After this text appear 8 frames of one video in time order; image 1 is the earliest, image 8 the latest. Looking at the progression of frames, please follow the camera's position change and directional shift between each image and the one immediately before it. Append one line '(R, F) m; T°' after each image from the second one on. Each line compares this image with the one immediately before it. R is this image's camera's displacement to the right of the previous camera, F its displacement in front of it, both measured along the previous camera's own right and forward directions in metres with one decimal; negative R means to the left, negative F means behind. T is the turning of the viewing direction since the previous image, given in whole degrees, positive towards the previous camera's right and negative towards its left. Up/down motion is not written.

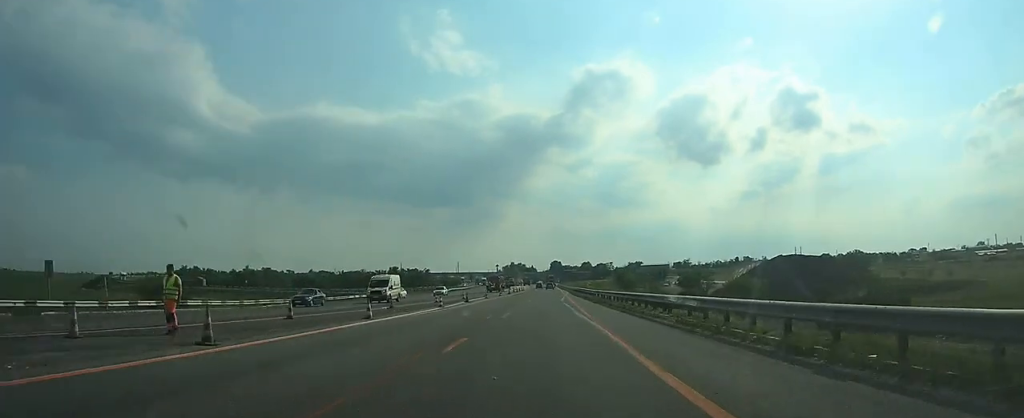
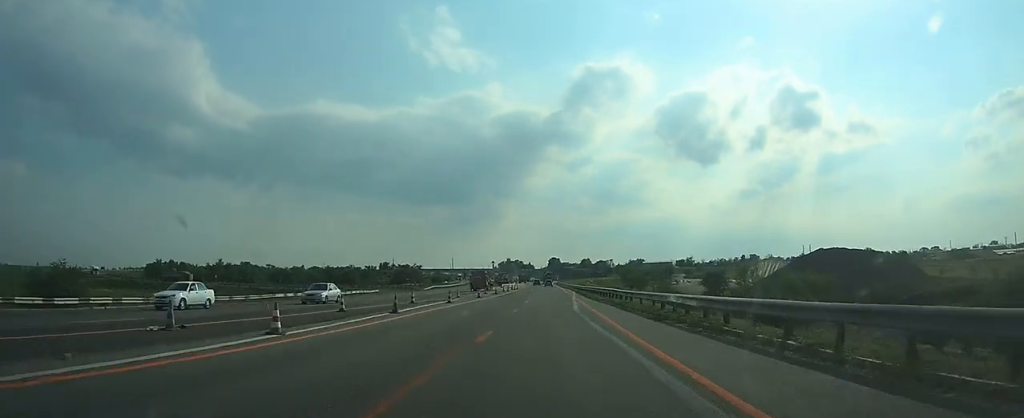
(+0.1, +22.3) m; 0°
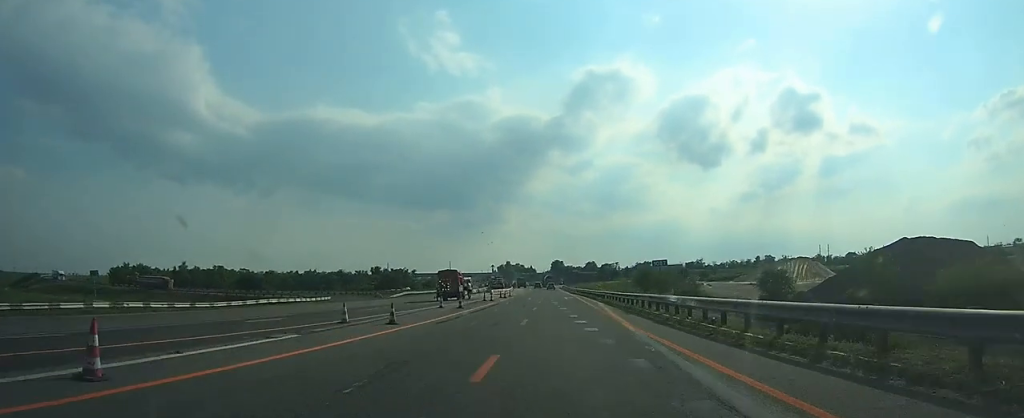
(0.0, +29.3) m; 0°
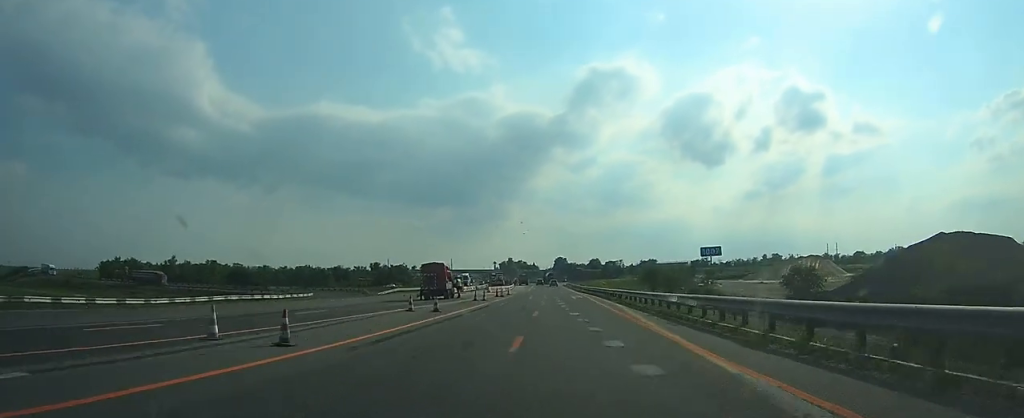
(0.0, +8.9) m; 0°
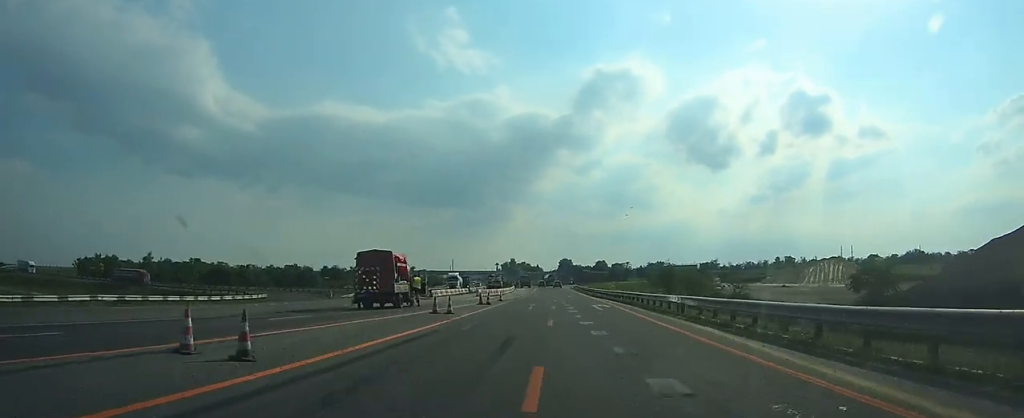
(-0.1, +17.1) m; 0°
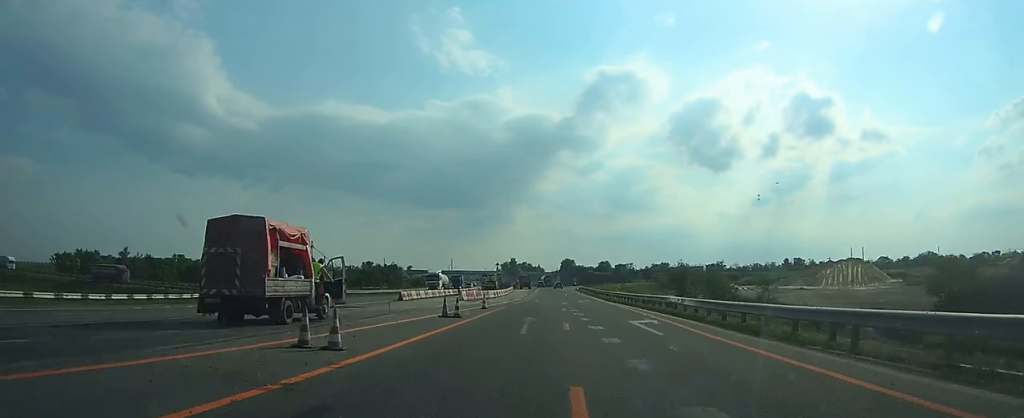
(0.0, +13.8) m; 0°
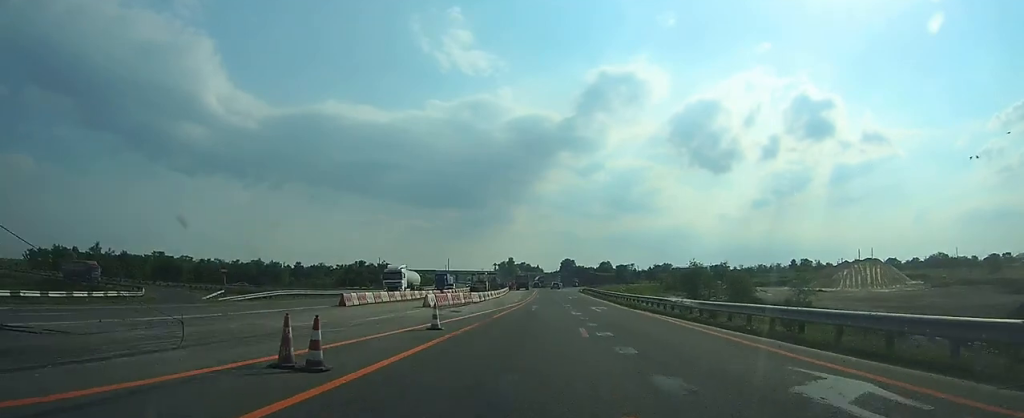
(0.0, +13.8) m; 0°
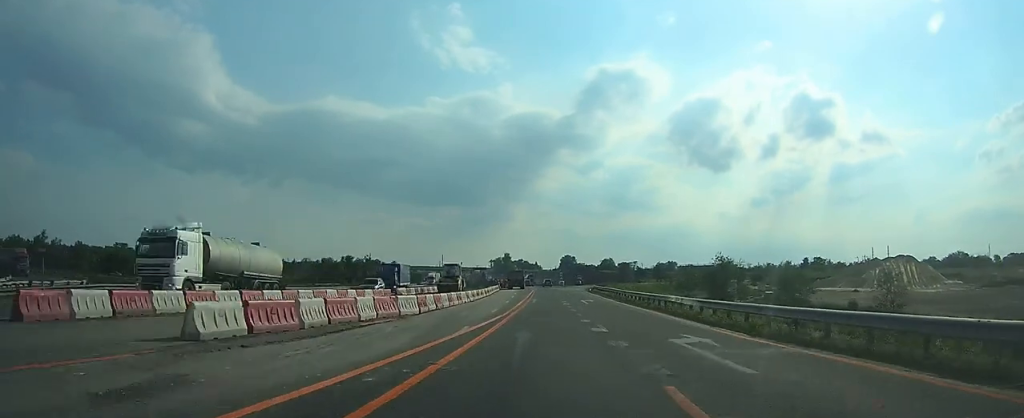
(-0.1, +22.7) m; -1°
